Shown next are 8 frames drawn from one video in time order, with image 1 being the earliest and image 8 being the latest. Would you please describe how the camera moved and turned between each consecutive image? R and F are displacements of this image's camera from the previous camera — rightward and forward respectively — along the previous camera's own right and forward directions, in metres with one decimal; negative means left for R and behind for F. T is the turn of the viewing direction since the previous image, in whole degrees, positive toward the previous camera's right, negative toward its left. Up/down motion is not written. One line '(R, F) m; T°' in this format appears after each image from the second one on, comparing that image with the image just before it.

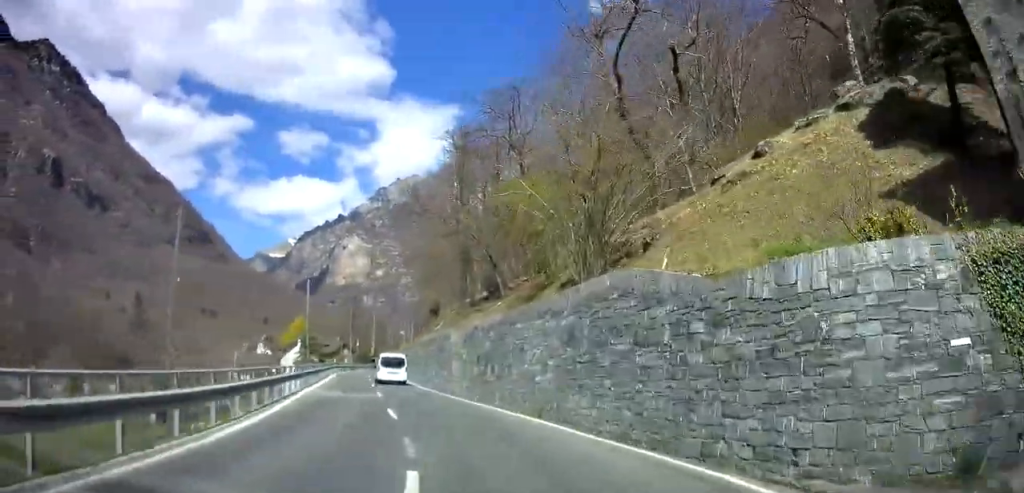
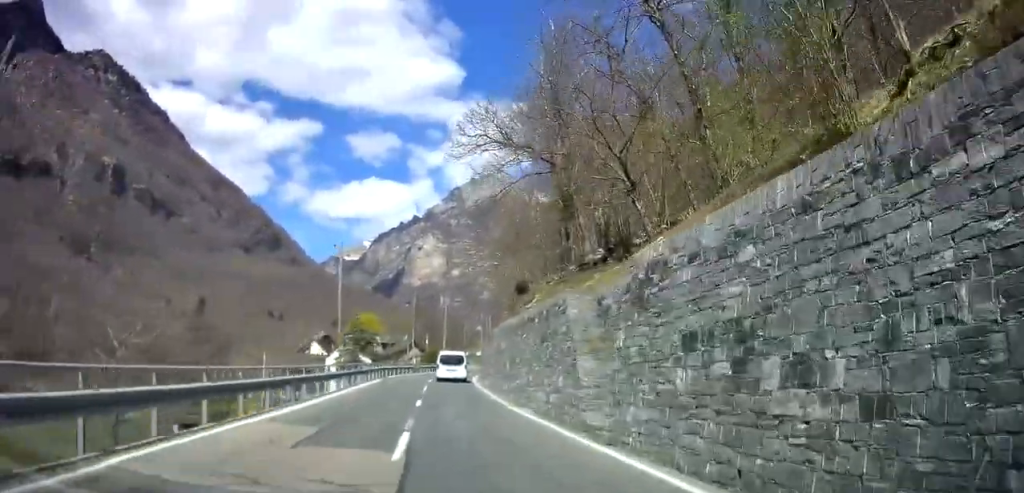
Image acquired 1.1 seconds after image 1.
(-1.1, +15.1) m; -9°
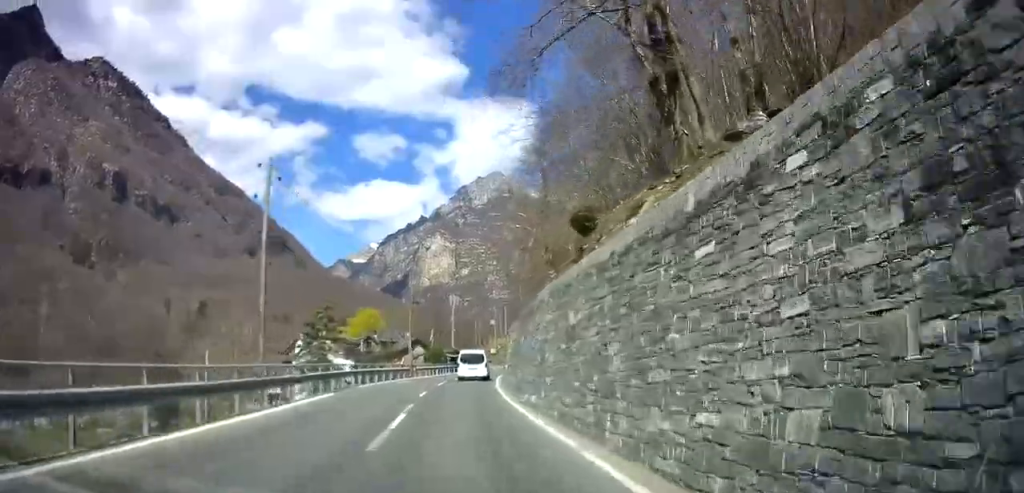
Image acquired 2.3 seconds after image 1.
(-0.8, +15.4) m; +1°
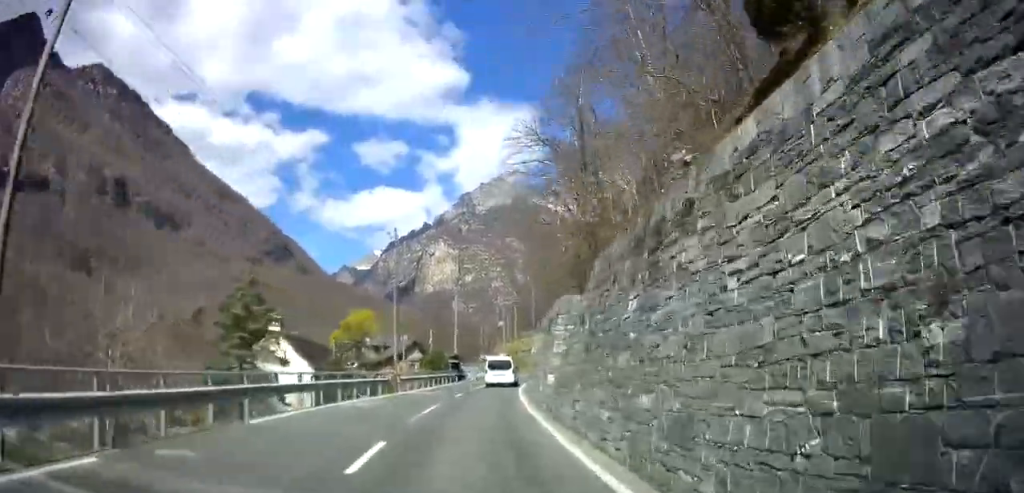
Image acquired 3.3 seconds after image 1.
(+0.9, +13.7) m; +2°
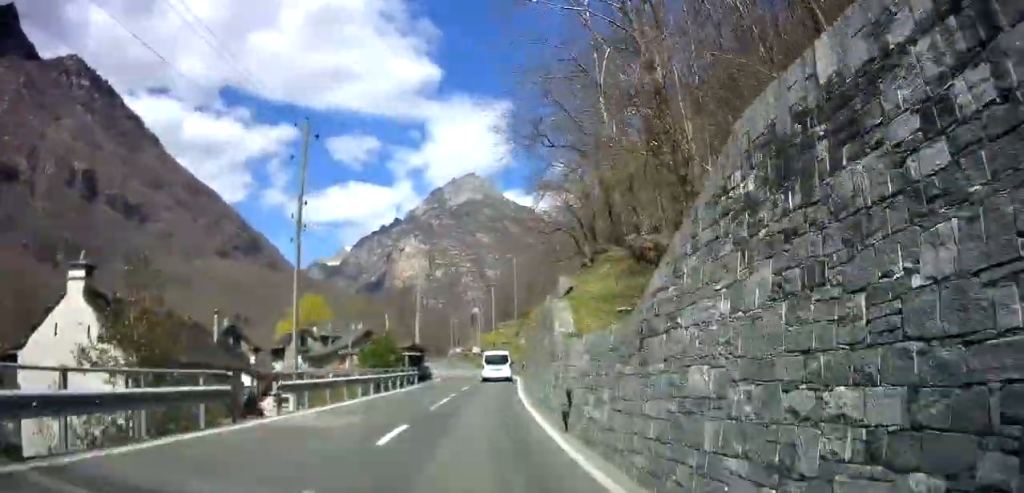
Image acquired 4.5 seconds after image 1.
(-0.3, +16.6) m; 0°
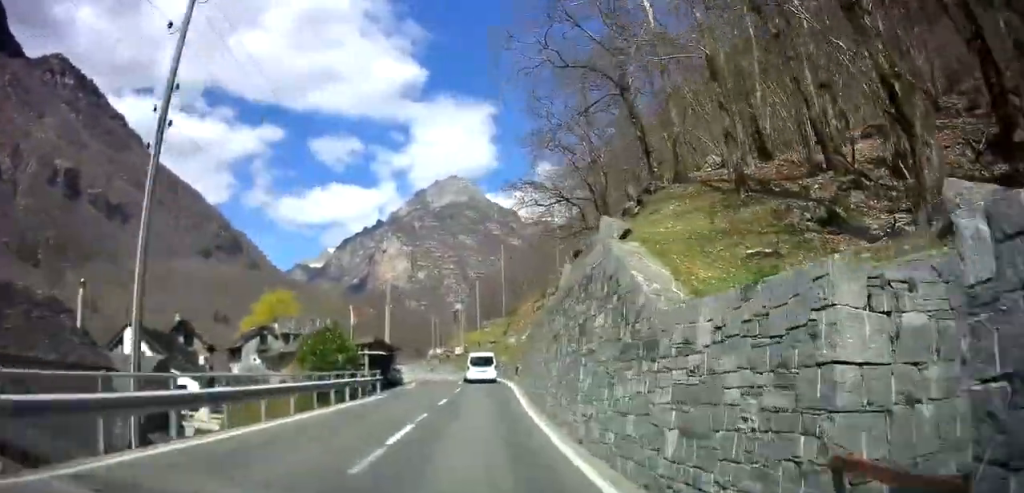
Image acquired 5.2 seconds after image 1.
(+0.1, +9.3) m; +2°
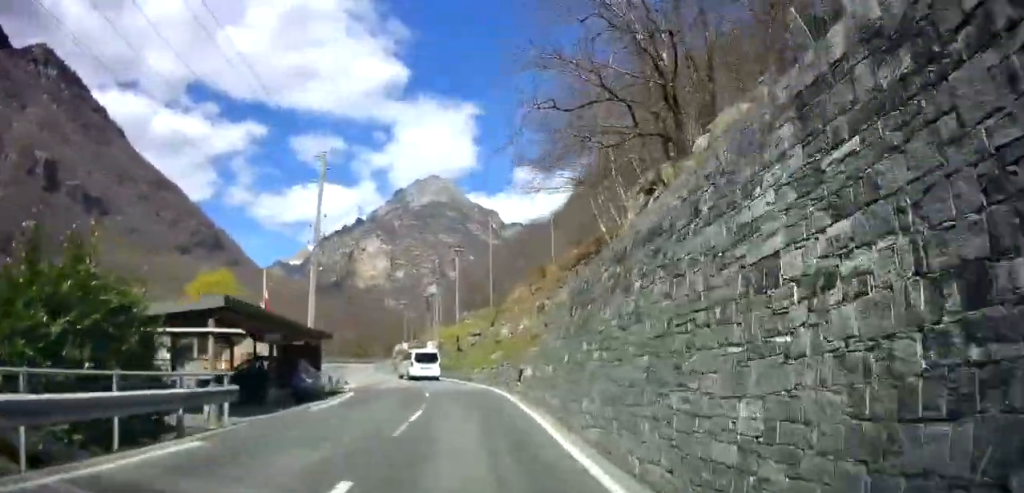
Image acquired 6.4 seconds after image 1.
(+0.4, +15.3) m; +1°
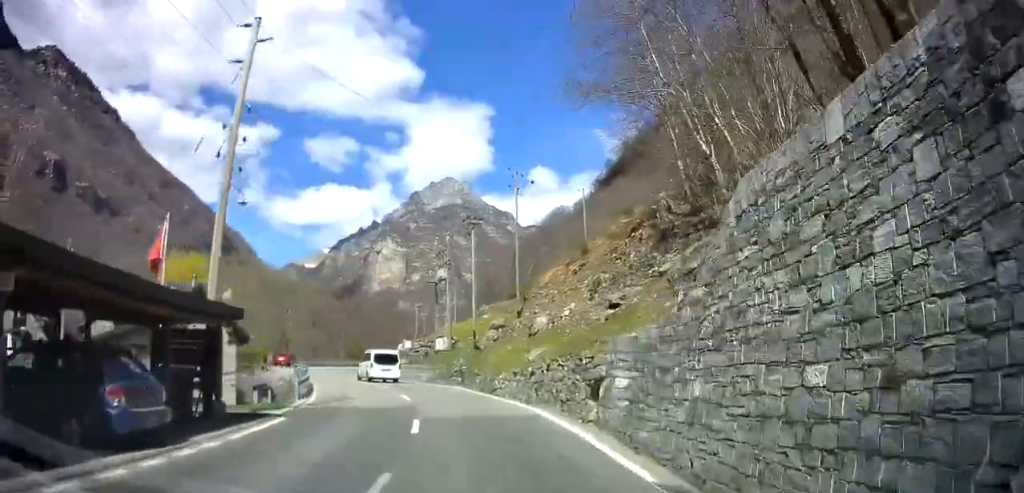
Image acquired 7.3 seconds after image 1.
(0.0, +11.5) m; -2°
